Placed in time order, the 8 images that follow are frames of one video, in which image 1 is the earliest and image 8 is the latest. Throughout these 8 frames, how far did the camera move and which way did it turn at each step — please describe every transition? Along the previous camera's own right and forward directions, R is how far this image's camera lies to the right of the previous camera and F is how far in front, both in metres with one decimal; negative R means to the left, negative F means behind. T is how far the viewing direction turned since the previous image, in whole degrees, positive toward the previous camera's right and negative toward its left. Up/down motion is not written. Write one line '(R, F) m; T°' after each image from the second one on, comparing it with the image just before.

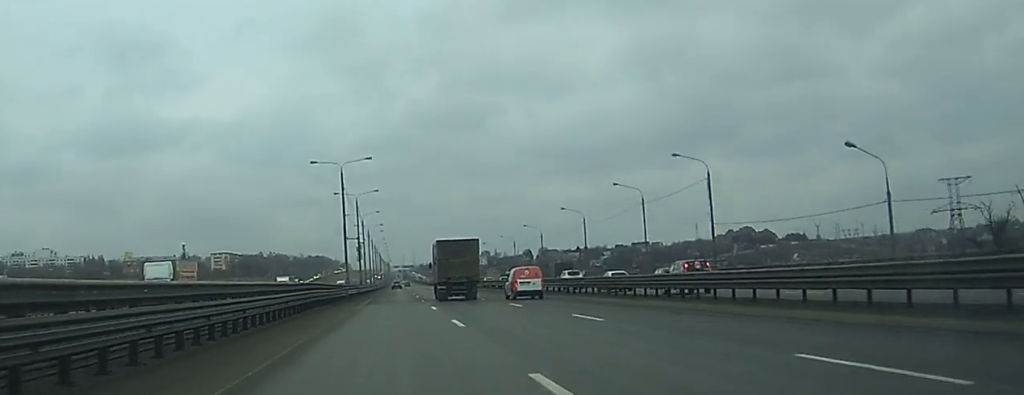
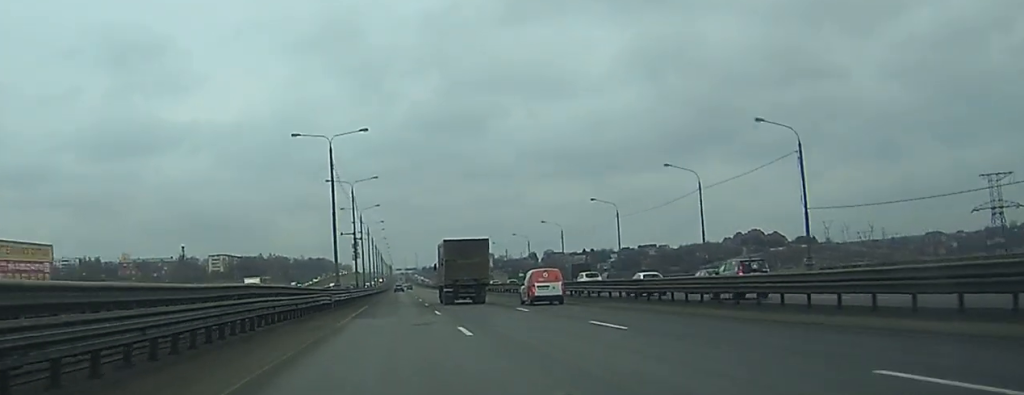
(0.0, +18.3) m; 0°
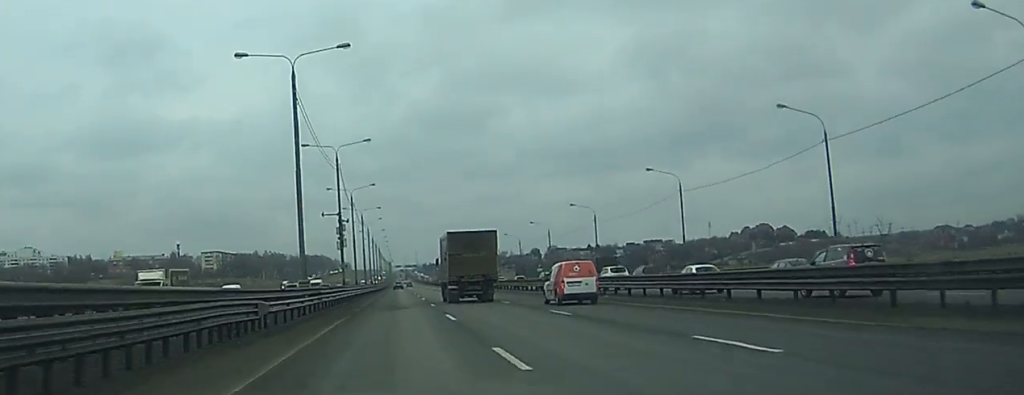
(0.0, +25.3) m; 0°
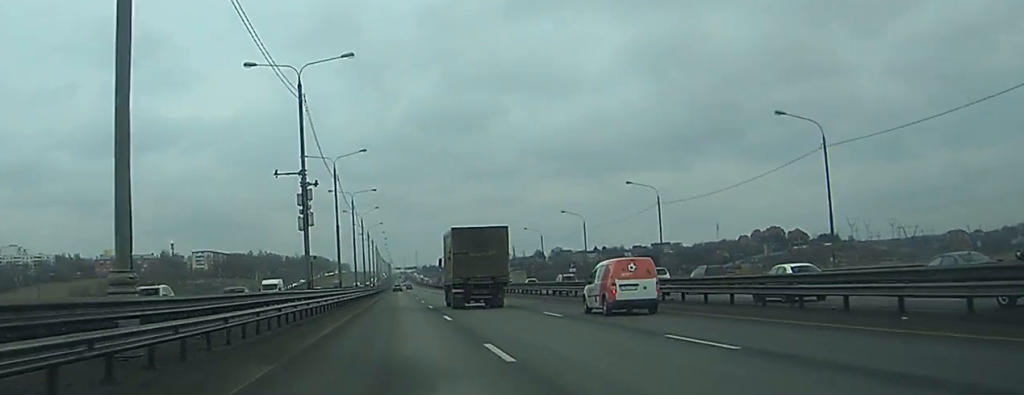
(0.0, +30.4) m; 0°
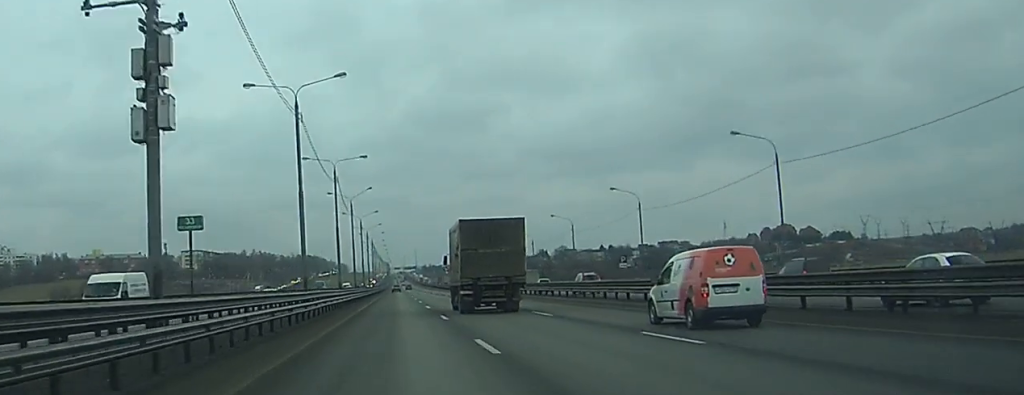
(0.0, +30.5) m; 0°
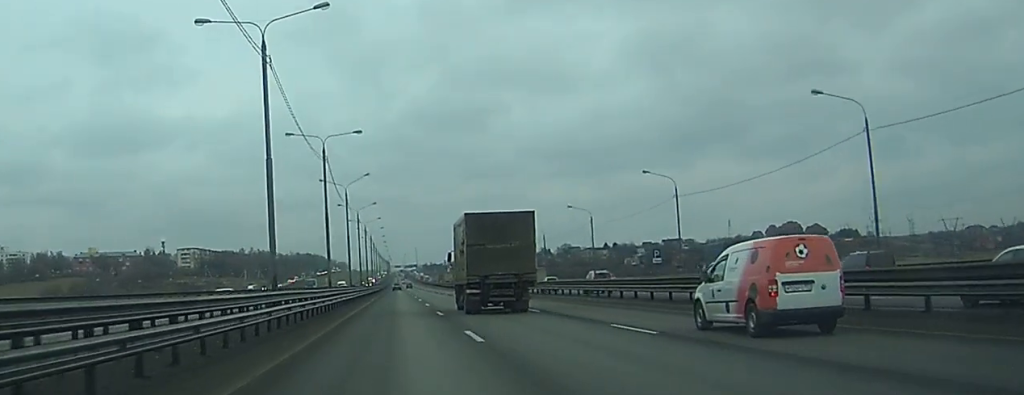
(0.0, +13.2) m; 0°
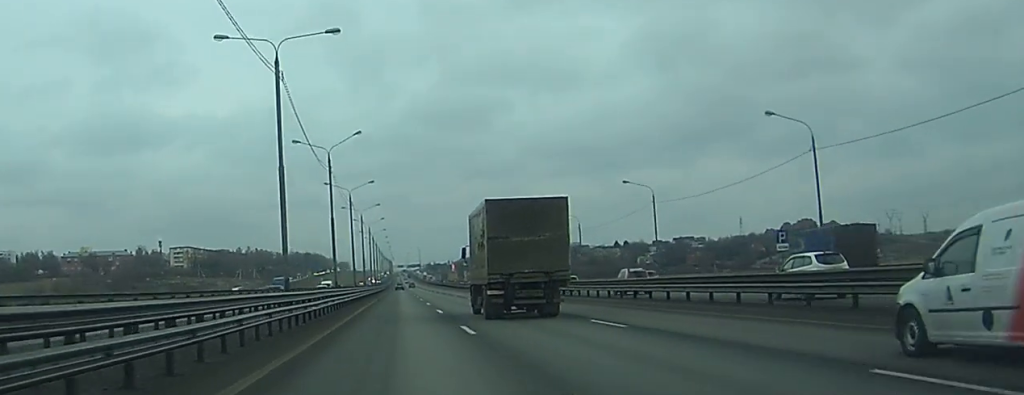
(0.0, +29.4) m; 0°
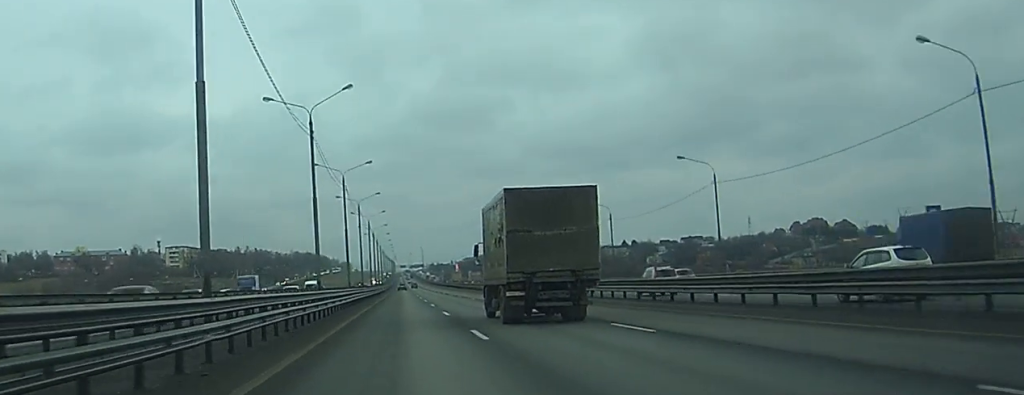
(0.0, +18.2) m; 0°
